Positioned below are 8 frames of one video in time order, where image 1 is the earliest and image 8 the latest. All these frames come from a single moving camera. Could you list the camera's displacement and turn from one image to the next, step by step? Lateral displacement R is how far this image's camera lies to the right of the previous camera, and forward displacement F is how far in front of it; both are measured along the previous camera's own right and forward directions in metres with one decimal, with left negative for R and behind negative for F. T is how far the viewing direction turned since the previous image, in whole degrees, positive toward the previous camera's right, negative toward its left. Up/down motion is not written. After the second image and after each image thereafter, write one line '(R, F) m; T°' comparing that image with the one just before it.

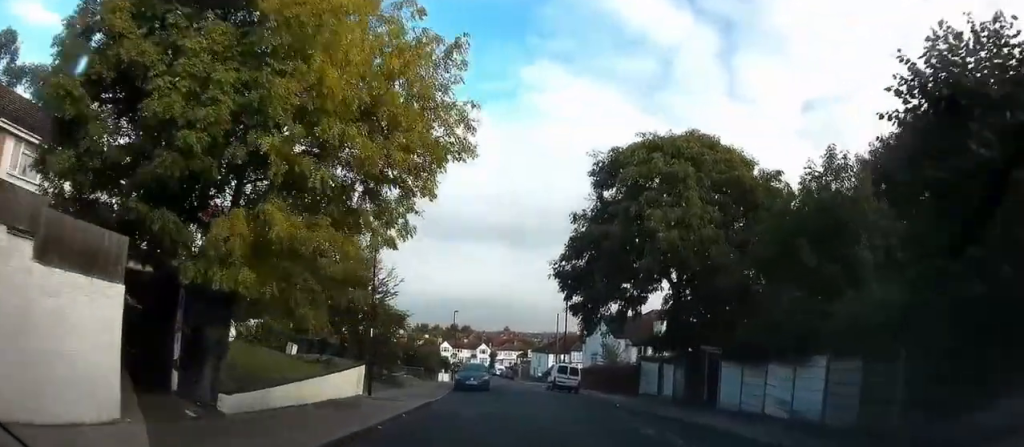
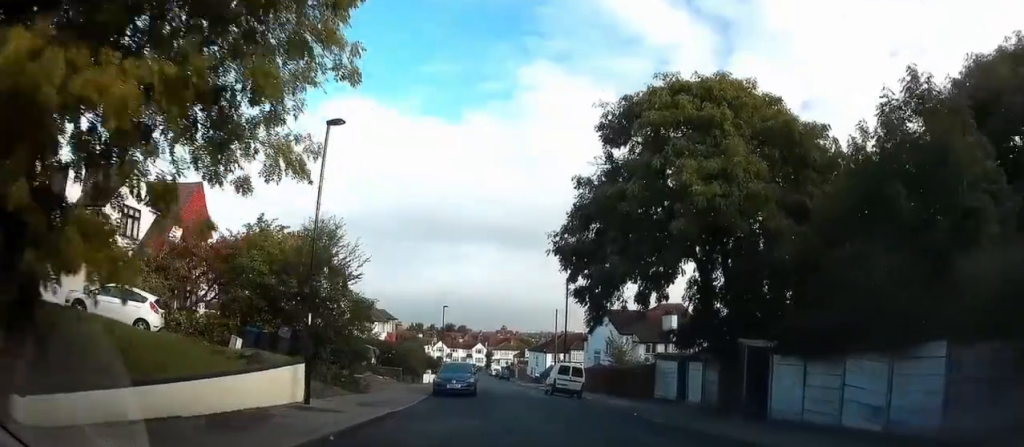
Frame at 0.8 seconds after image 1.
(0.0, +5.1) m; 0°
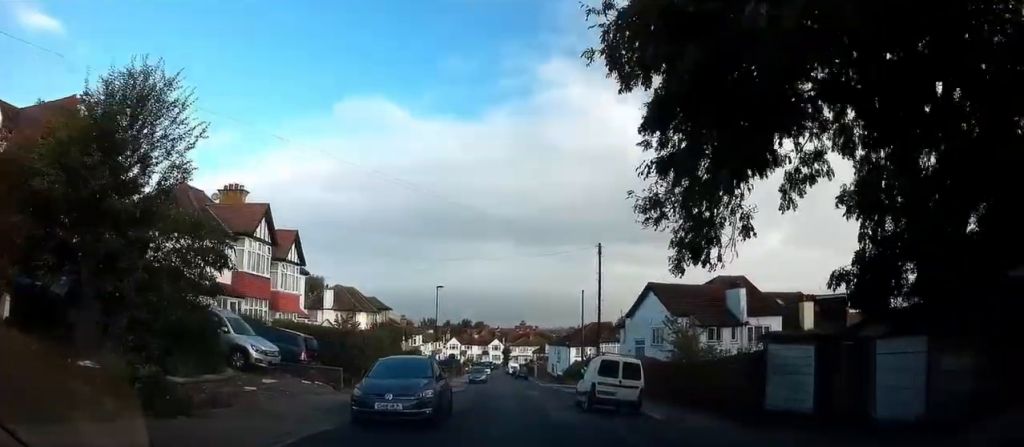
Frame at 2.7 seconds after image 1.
(0.0, +12.4) m; -1°
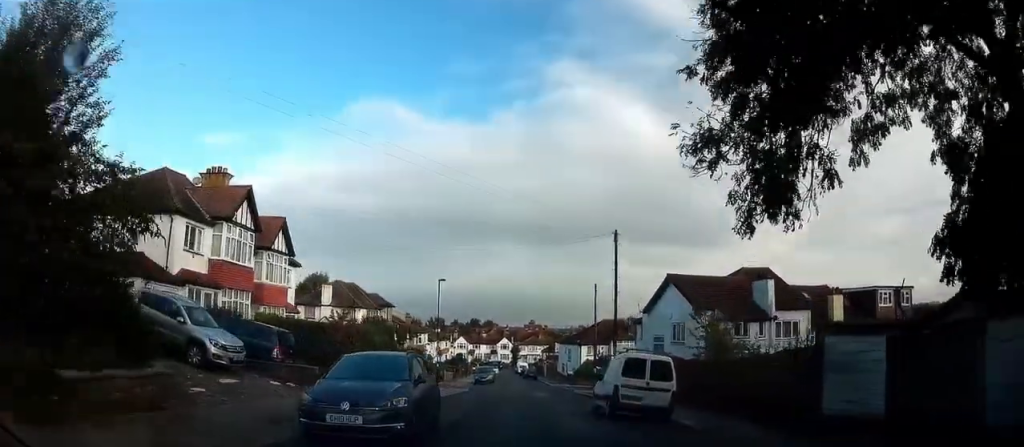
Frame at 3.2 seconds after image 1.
(0.0, +3.1) m; -1°
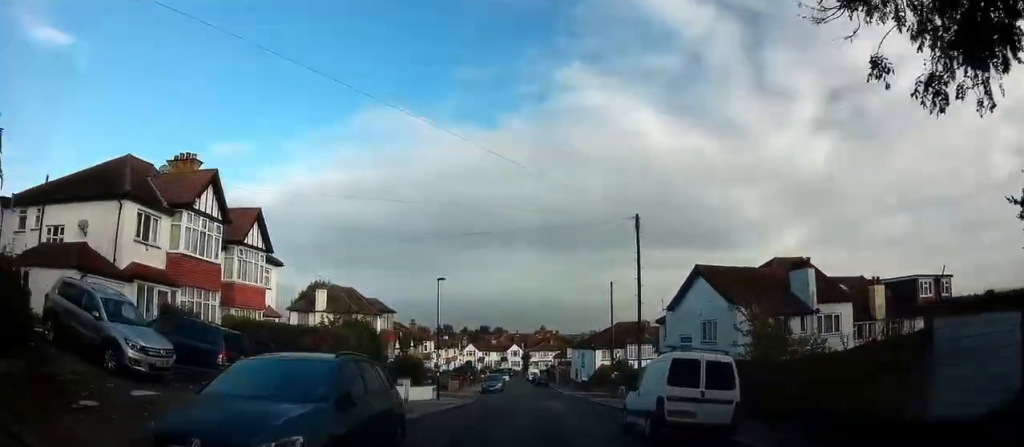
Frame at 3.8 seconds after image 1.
(0.0, +3.9) m; -2°
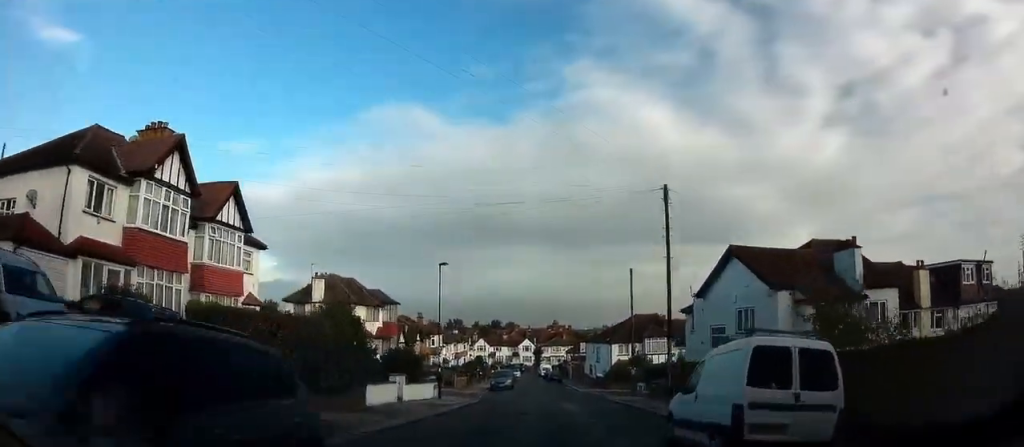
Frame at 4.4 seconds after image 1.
(0.0, +3.3) m; -1°
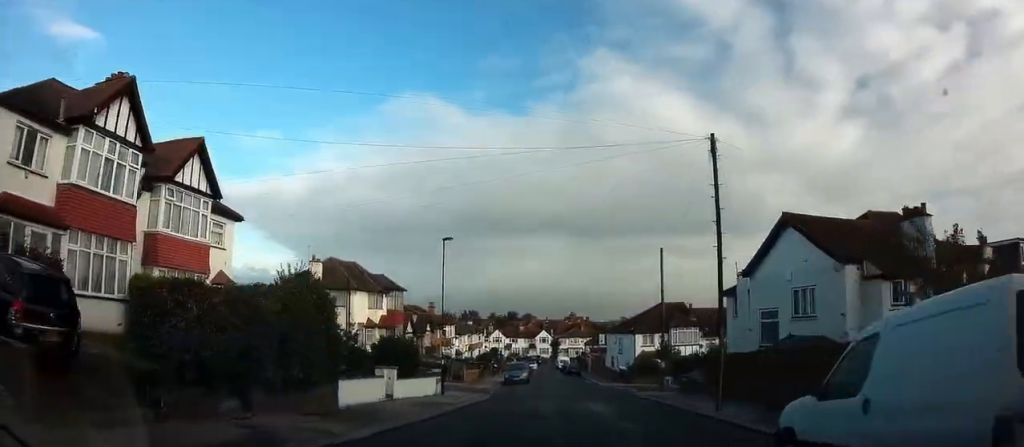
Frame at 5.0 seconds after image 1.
(-0.1, +4.0) m; 0°
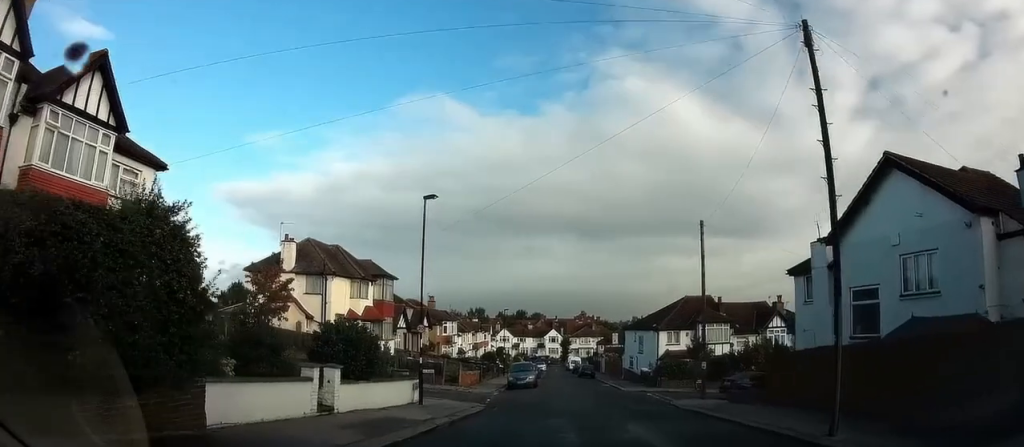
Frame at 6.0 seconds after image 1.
(+0.1, +6.7) m; 0°
